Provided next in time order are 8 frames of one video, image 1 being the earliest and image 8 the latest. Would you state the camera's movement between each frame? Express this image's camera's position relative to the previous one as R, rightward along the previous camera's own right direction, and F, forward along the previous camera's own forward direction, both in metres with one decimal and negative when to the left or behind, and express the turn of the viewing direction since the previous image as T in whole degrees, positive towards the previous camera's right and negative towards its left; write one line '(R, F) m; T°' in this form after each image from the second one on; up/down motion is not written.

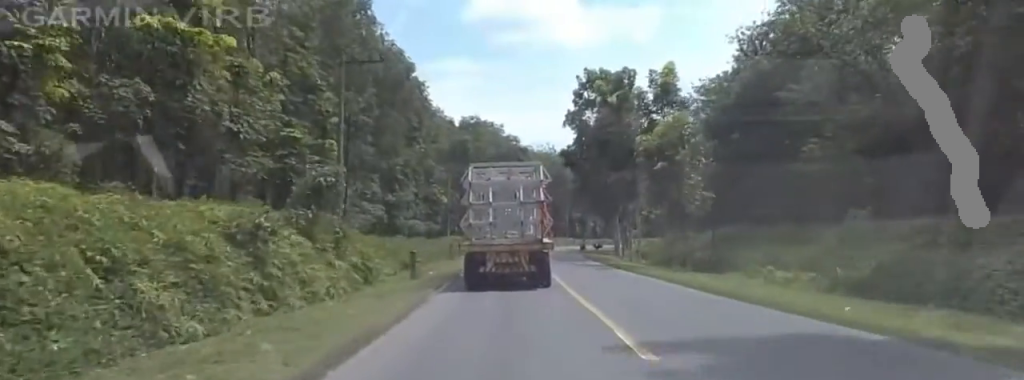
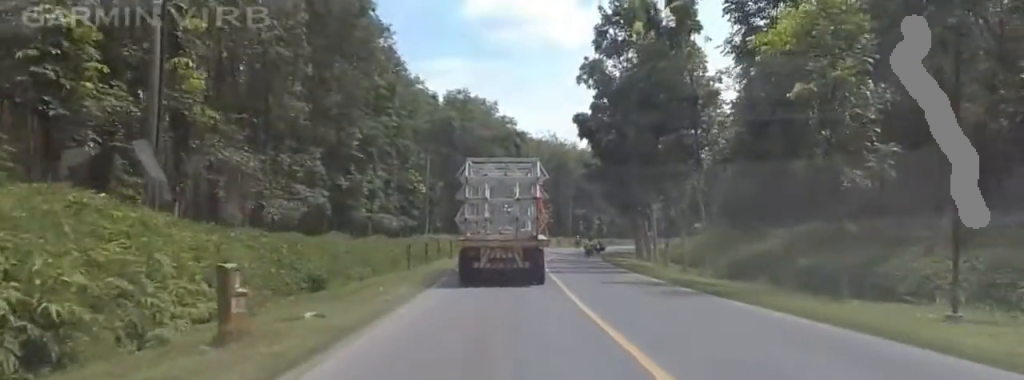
(0.0, +20.6) m; -4°
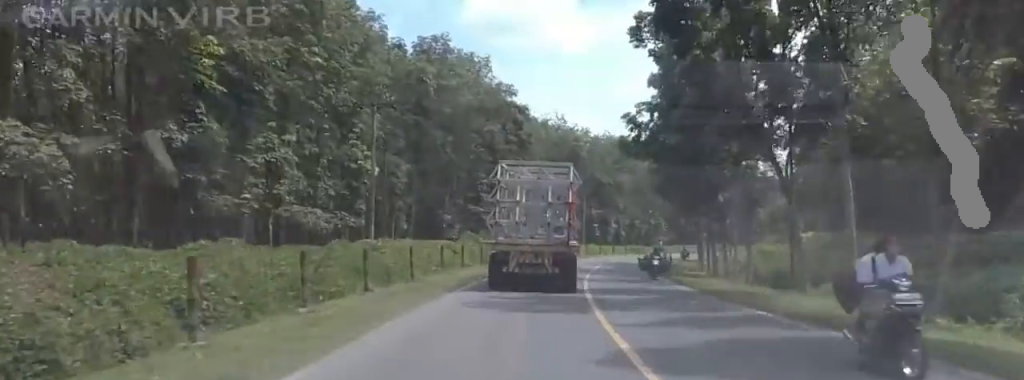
(-0.9, +29.9) m; -2°
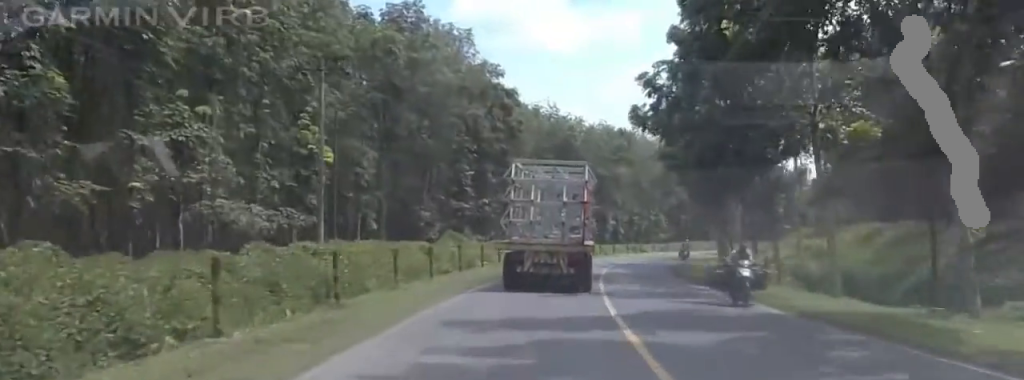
(0.0, +10.1) m; 0°
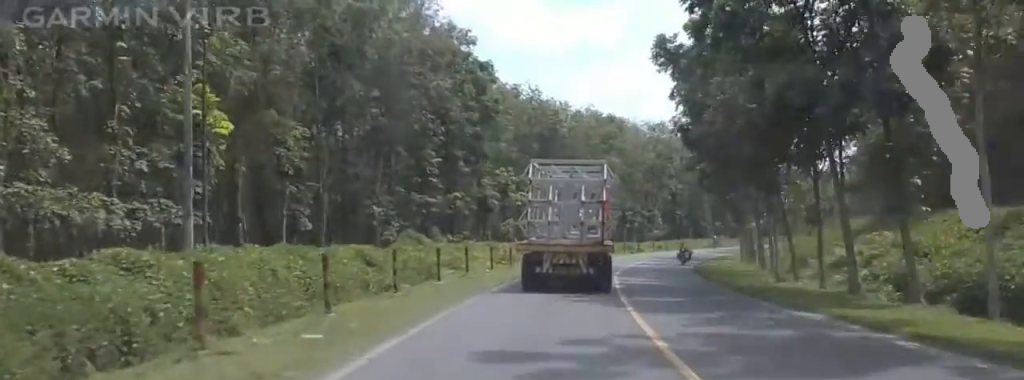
(0.0, +12.9) m; 0°
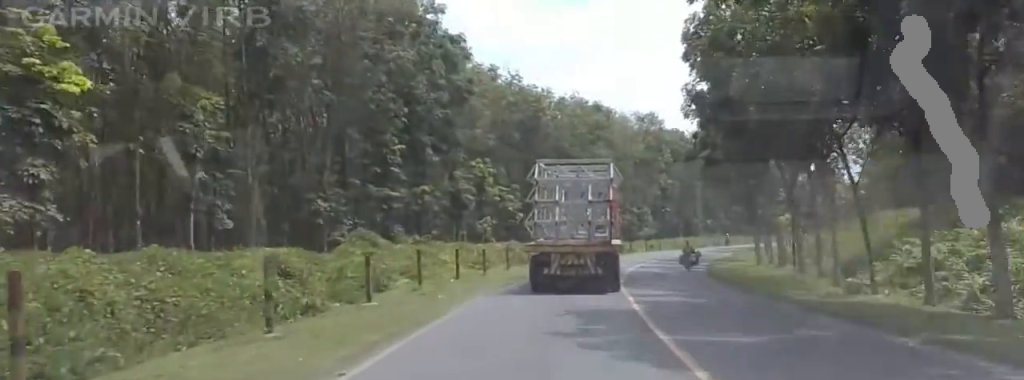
(0.0, +9.0) m; 0°
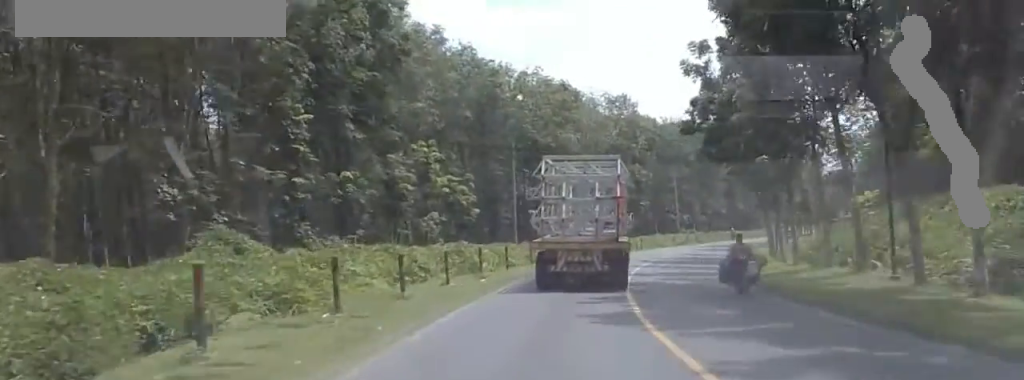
(0.0, +13.5) m; 0°
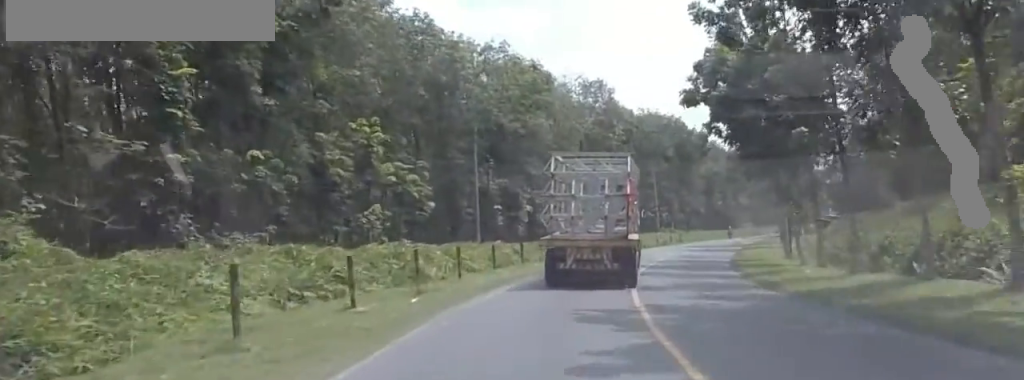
(0.0, +10.3) m; 0°
